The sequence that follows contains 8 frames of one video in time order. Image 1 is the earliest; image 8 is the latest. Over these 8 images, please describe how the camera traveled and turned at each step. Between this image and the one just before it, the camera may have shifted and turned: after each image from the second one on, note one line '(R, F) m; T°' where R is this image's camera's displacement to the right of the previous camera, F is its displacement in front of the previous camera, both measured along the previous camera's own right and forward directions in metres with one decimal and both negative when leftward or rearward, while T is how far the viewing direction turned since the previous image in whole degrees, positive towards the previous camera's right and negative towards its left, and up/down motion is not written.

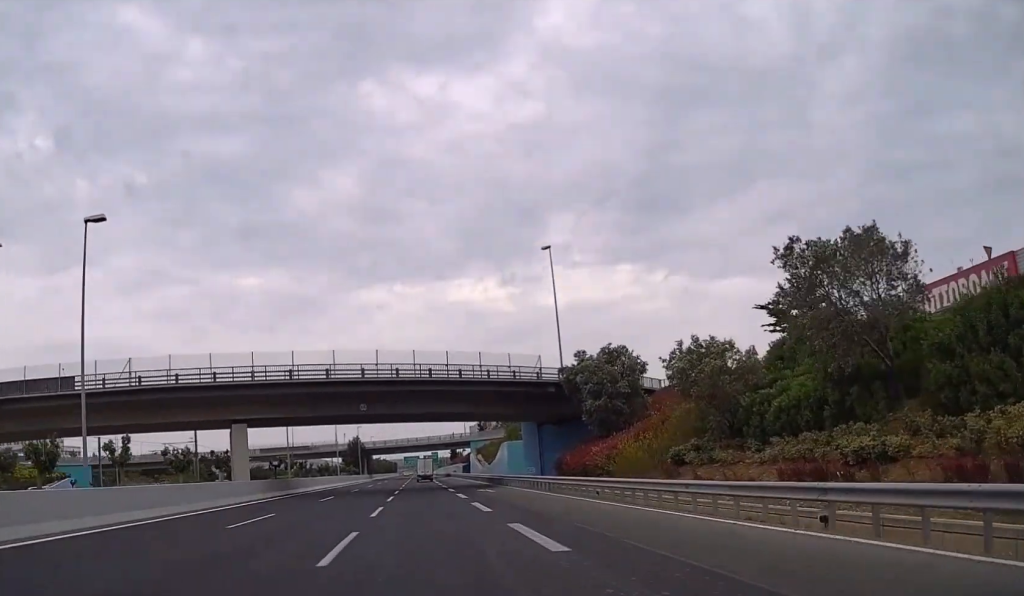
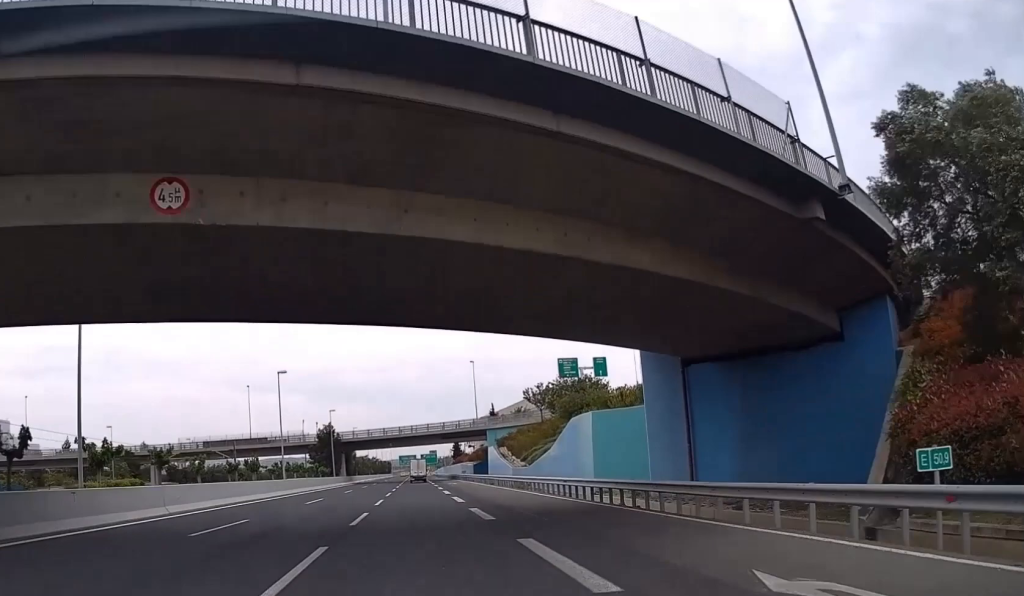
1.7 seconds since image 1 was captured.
(+0.1, +39.4) m; 0°
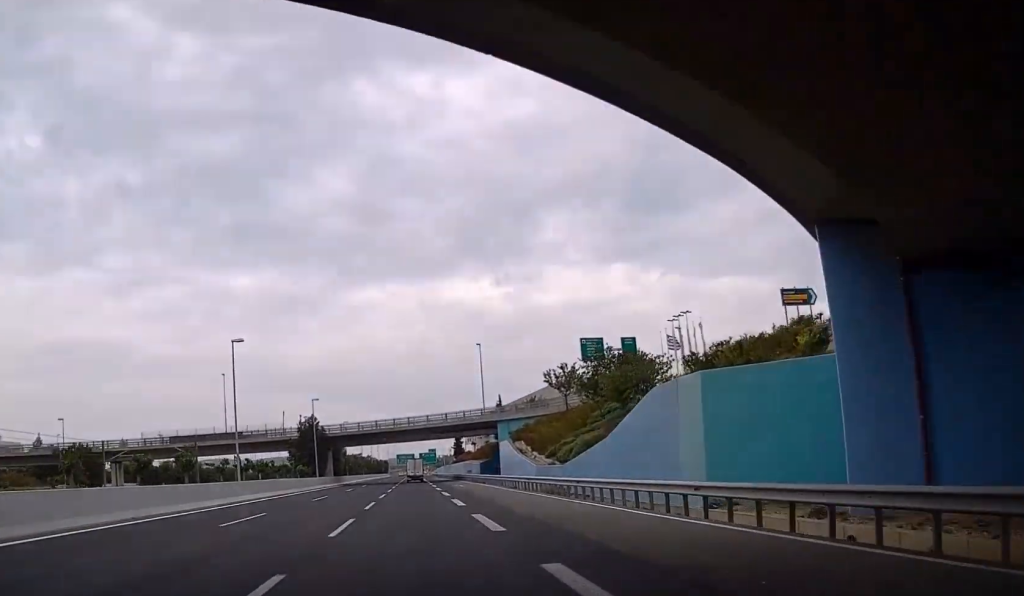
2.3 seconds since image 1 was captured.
(+0.1, +15.6) m; 0°
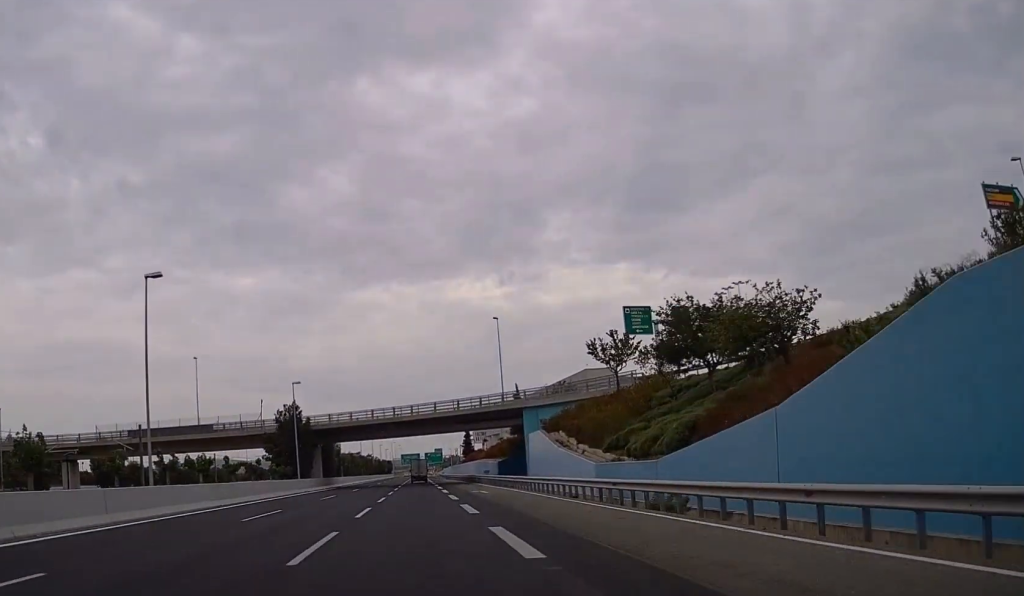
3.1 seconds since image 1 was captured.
(0.0, +17.0) m; 0°
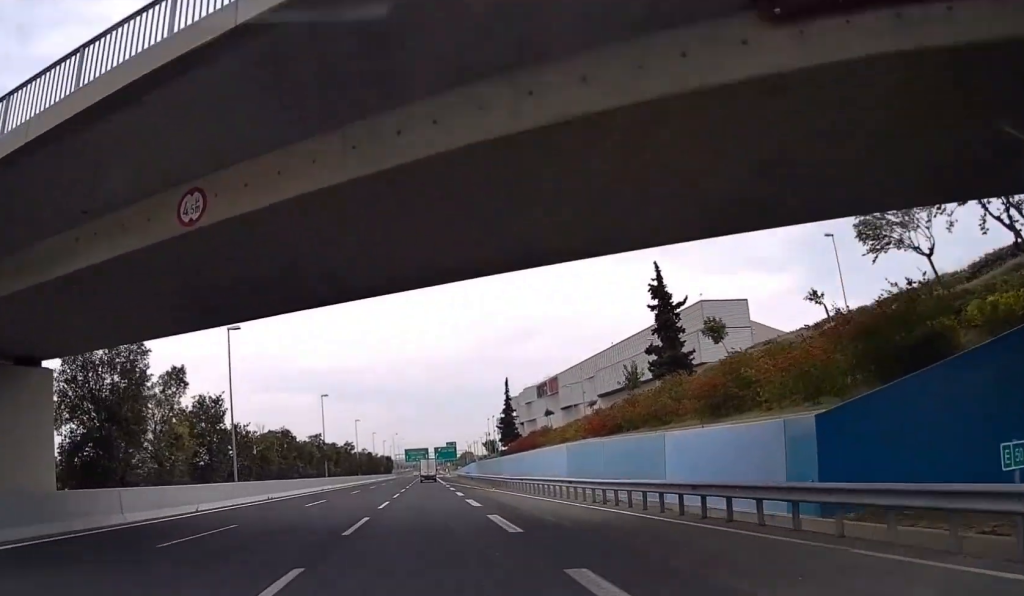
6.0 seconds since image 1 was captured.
(-0.9, +67.3) m; -1°
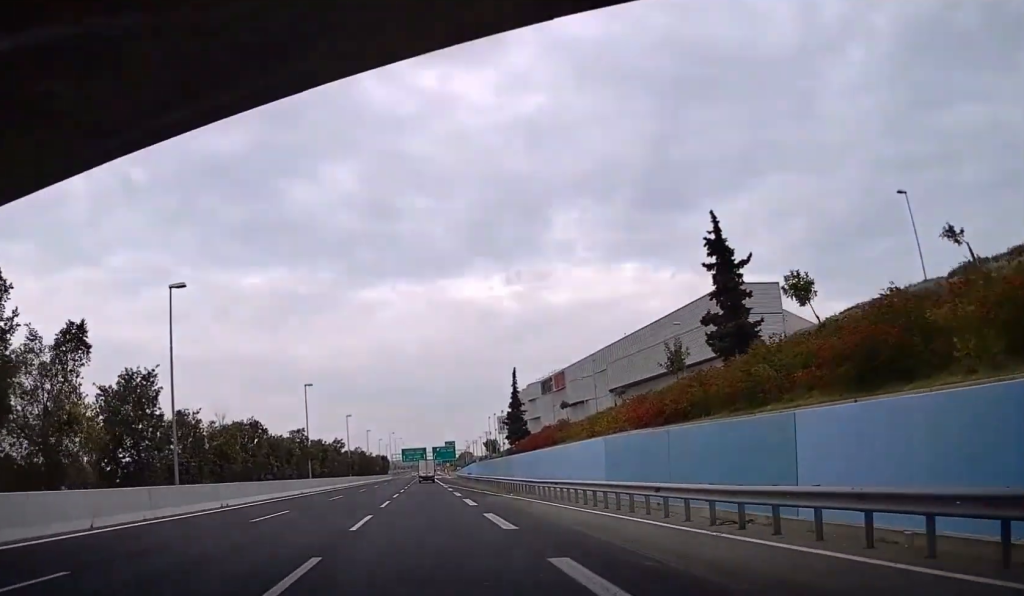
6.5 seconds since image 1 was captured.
(0.0, +10.6) m; 0°
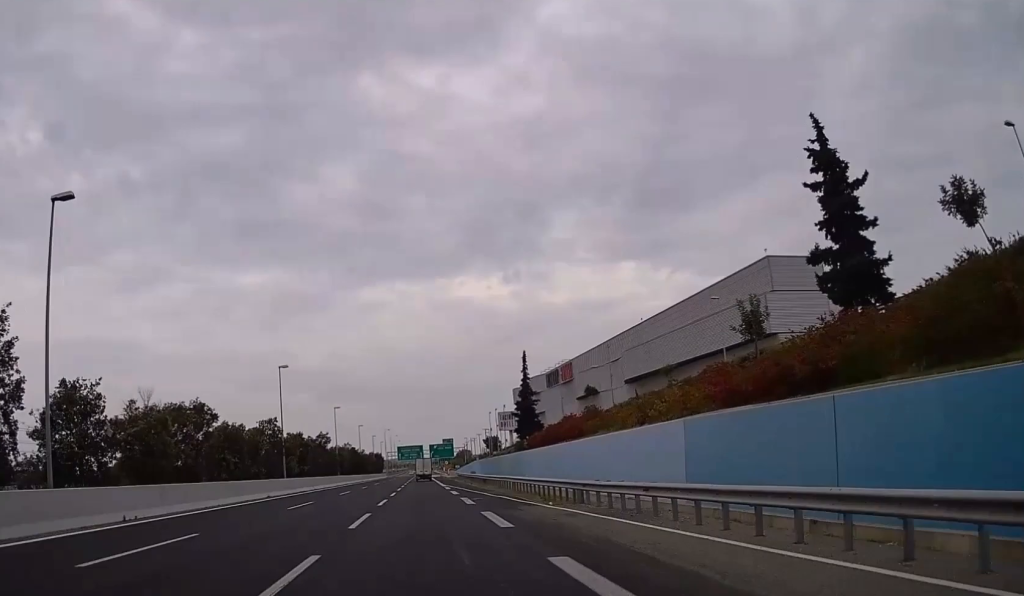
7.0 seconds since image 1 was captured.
(-0.1, +12.0) m; 0°
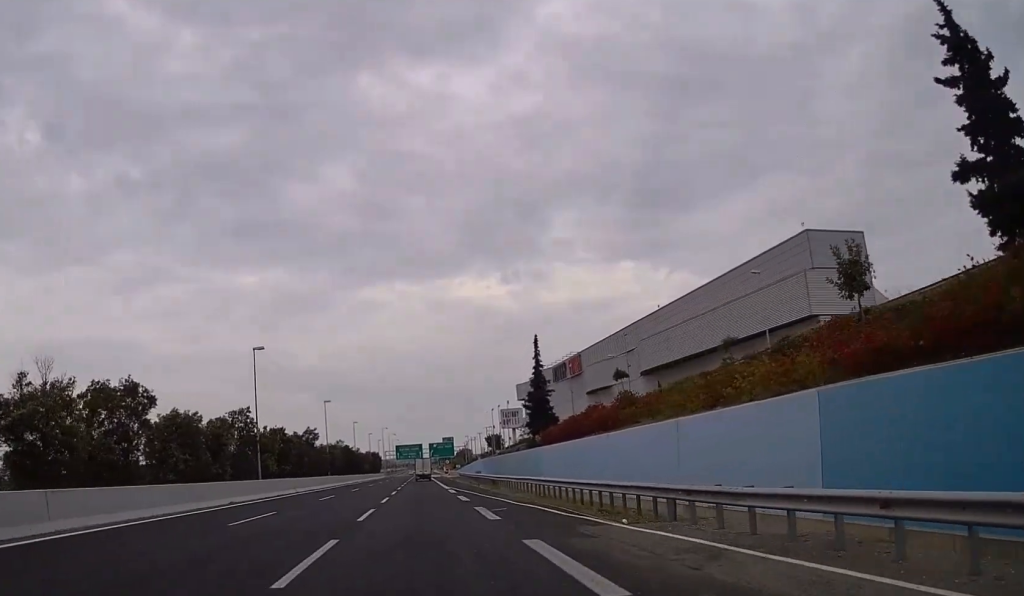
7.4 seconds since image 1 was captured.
(-0.1, +9.8) m; 0°
